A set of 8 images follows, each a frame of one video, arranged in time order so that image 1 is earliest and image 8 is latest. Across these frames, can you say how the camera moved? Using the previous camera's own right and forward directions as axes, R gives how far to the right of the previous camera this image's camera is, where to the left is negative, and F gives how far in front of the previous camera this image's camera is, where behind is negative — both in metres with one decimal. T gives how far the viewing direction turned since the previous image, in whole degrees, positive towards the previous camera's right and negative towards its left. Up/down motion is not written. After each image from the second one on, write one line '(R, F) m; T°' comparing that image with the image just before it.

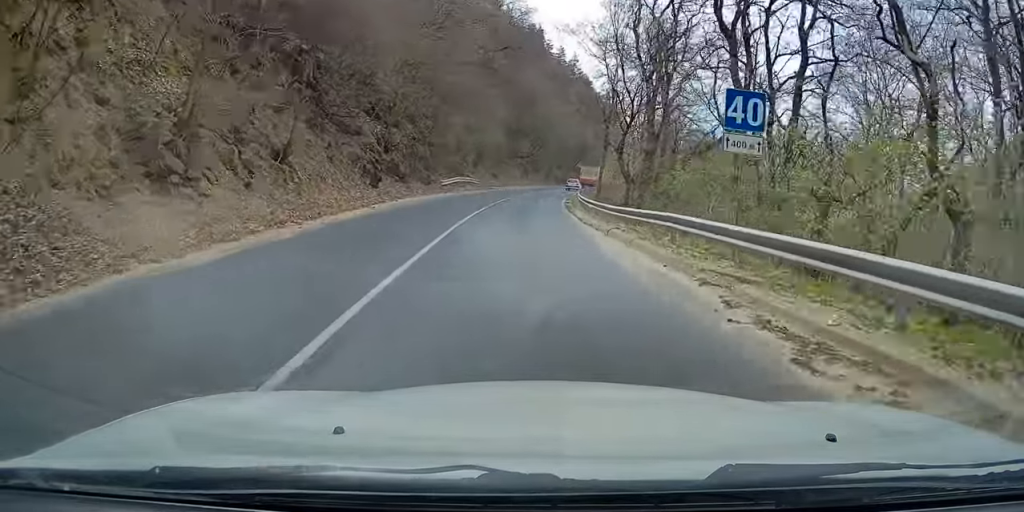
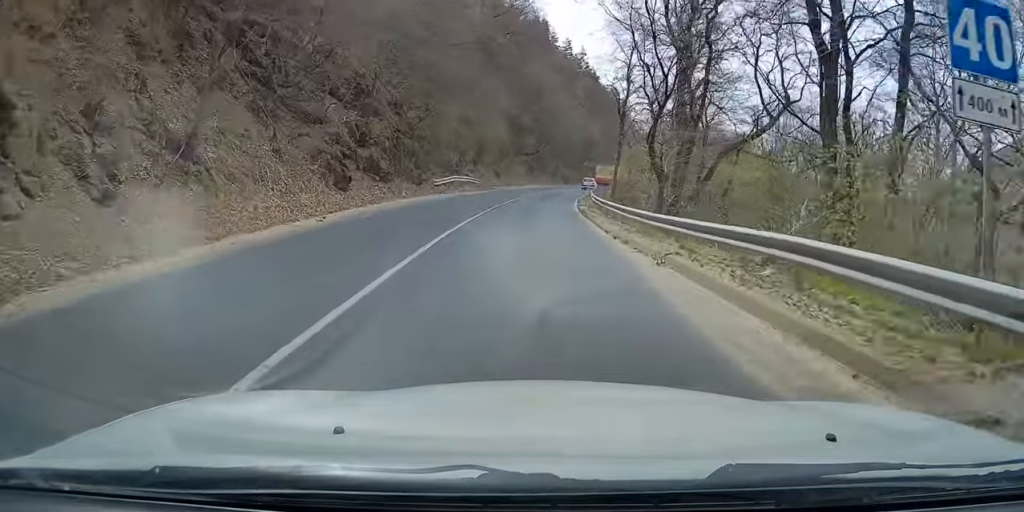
(+0.2, +7.0) m; +1°
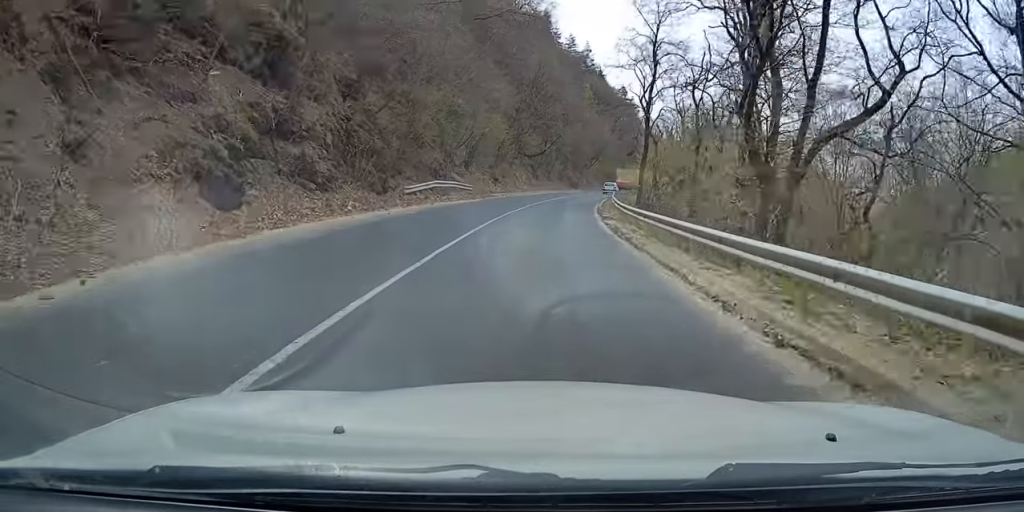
(+0.1, +11.1) m; +2°
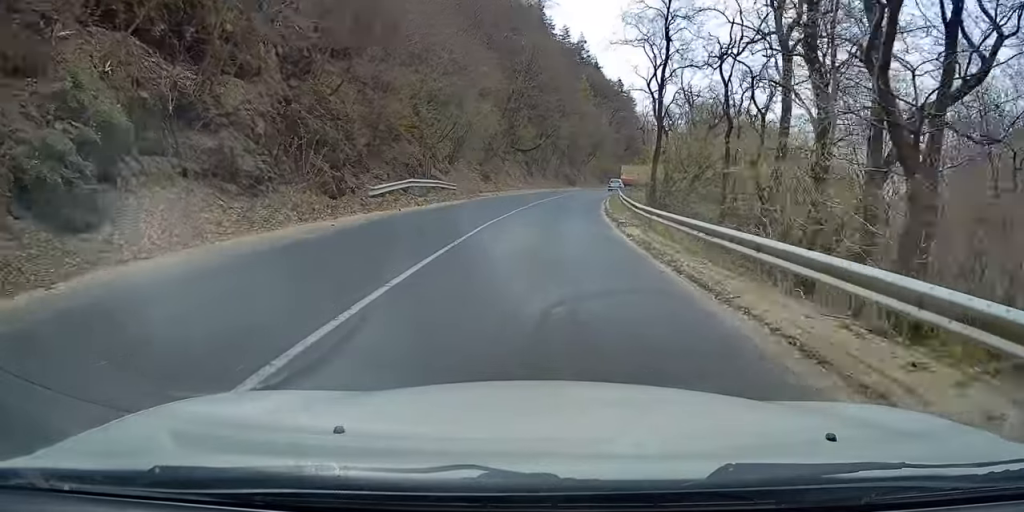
(-0.1, +6.1) m; +1°
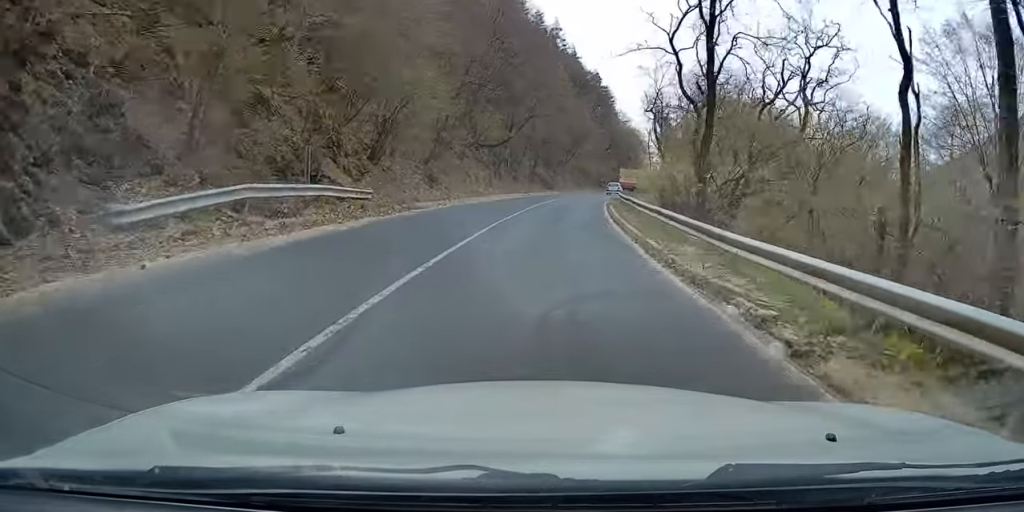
(+0.5, +14.9) m; +3°
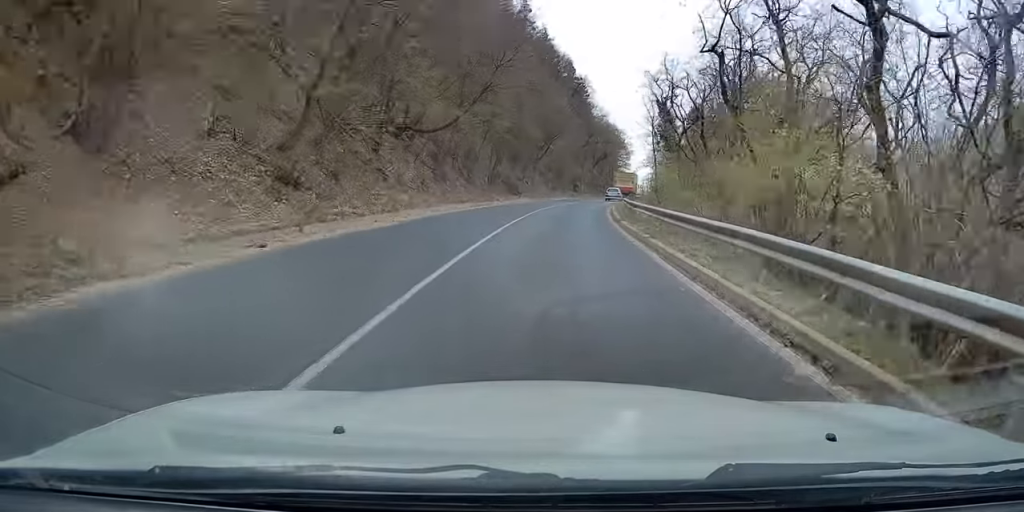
(+0.6, +18.0) m; +4°
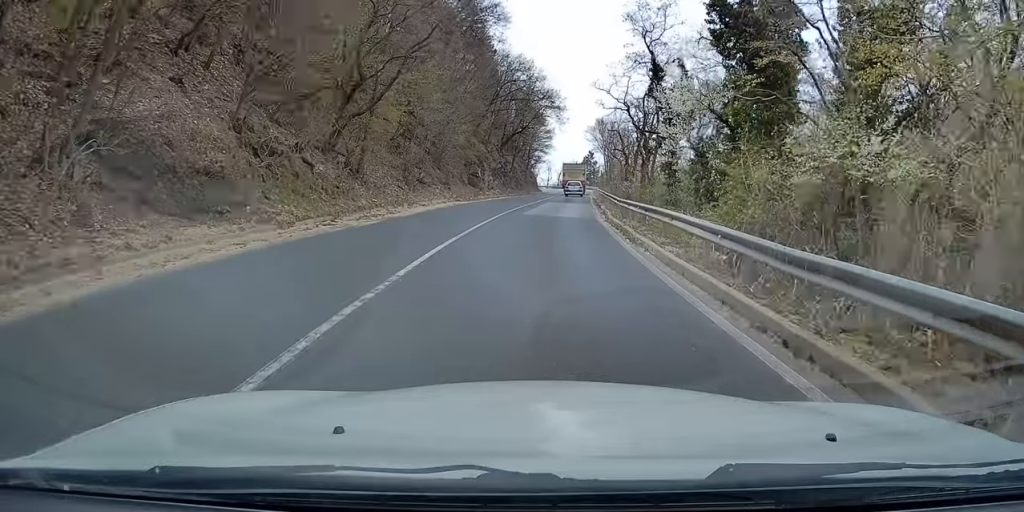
(+2.9, +44.1) m; +7°
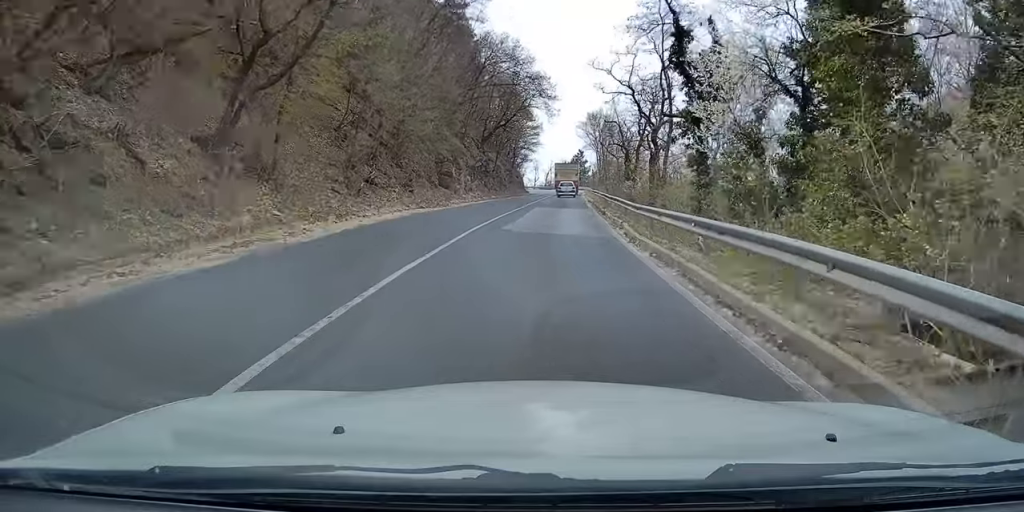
(+0.1, +8.4) m; +1°
